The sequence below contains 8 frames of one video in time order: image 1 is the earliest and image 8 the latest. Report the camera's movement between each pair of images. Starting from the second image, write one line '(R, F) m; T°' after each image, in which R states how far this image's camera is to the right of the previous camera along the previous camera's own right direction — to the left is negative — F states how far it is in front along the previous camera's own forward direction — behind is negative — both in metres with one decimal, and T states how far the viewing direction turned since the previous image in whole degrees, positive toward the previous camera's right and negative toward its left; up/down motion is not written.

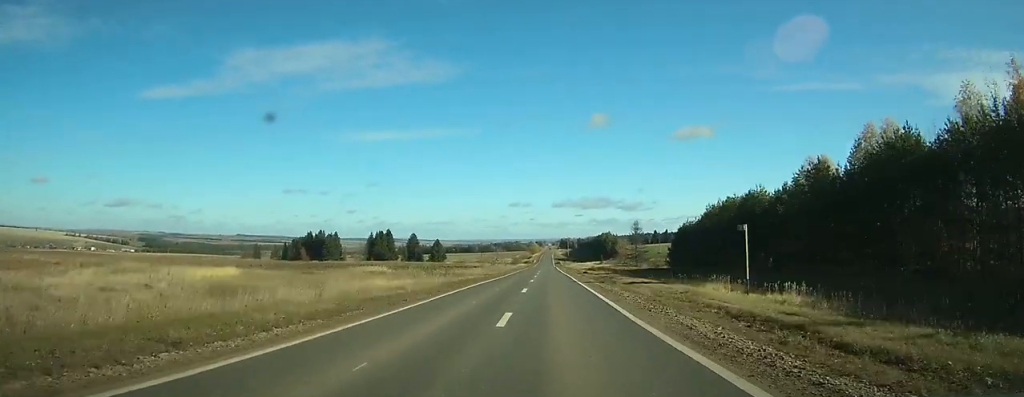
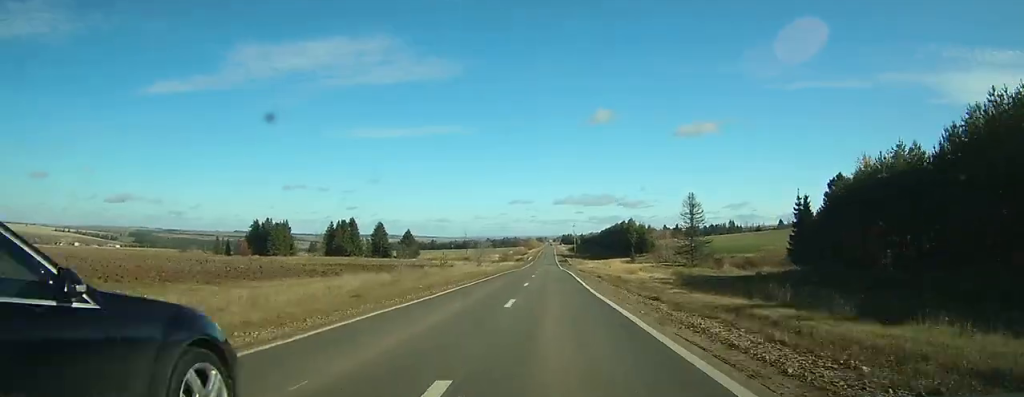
(0.0, +61.1) m; 0°
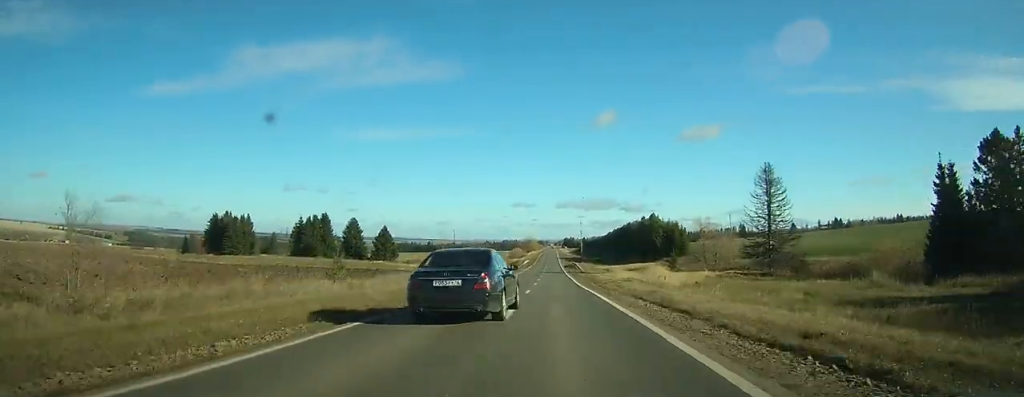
(-0.1, +37.7) m; 0°
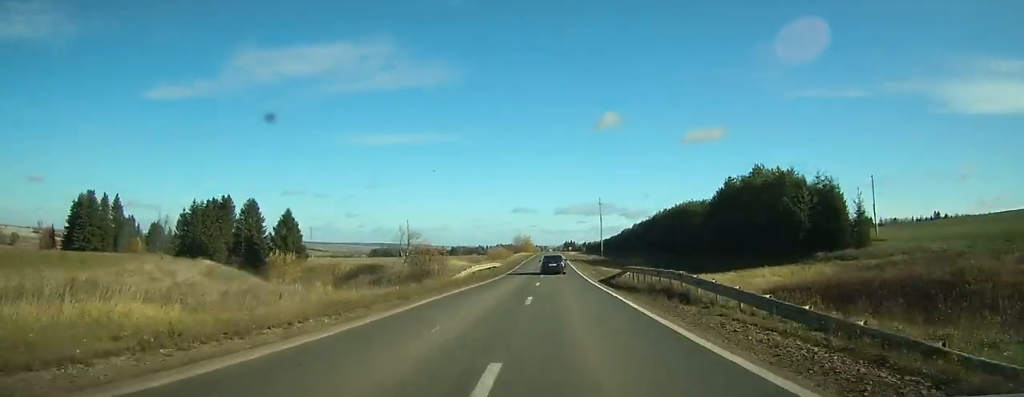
(-0.3, +84.7) m; 0°
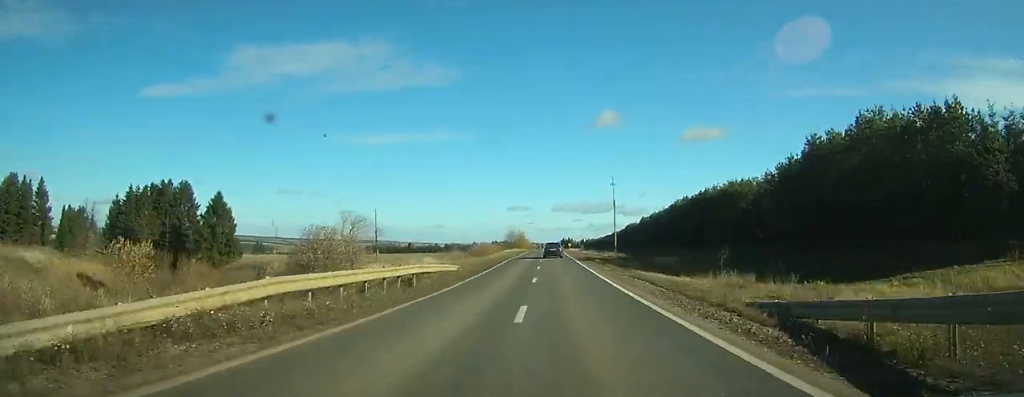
(+0.1, +33.1) m; 0°
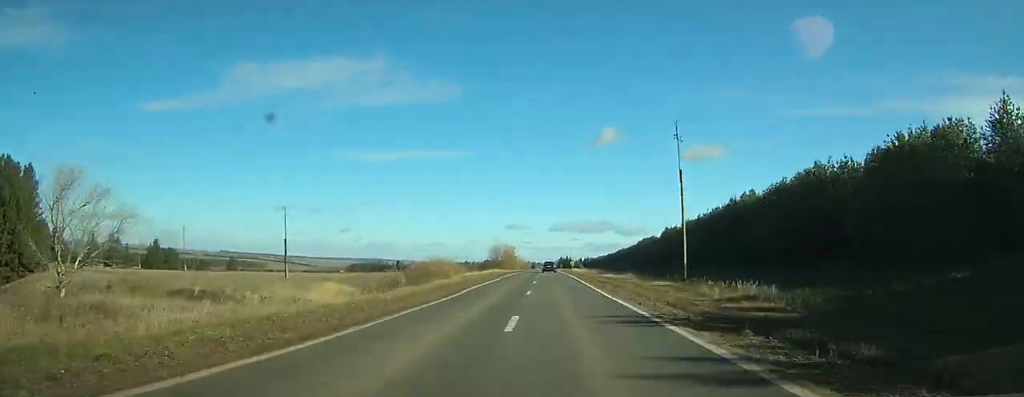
(+0.2, +54.0) m; 0°
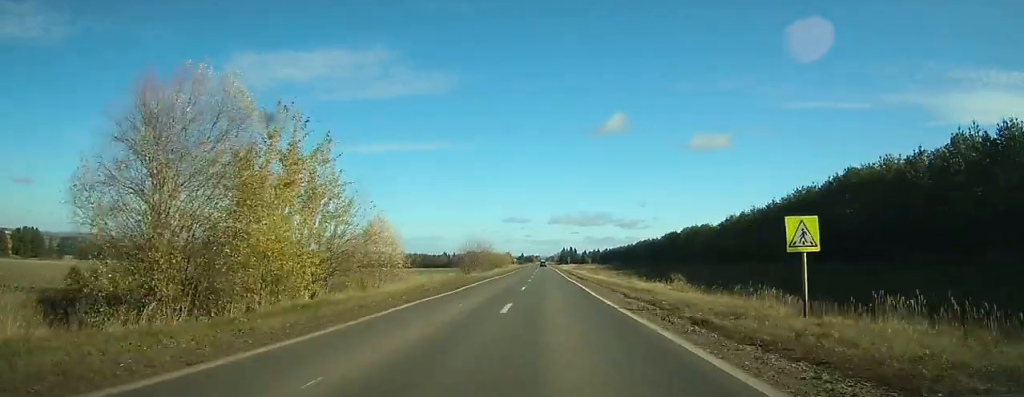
(+0.4, +160.0) m; 0°
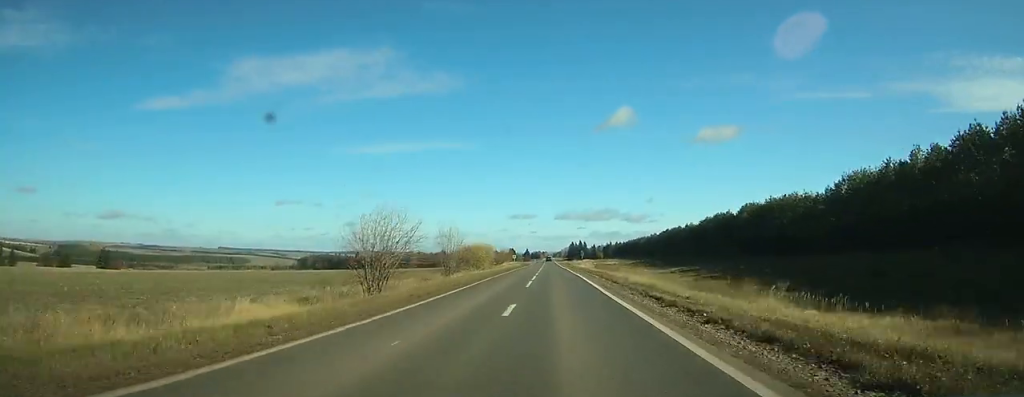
(-0.1, +48.9) m; 0°
